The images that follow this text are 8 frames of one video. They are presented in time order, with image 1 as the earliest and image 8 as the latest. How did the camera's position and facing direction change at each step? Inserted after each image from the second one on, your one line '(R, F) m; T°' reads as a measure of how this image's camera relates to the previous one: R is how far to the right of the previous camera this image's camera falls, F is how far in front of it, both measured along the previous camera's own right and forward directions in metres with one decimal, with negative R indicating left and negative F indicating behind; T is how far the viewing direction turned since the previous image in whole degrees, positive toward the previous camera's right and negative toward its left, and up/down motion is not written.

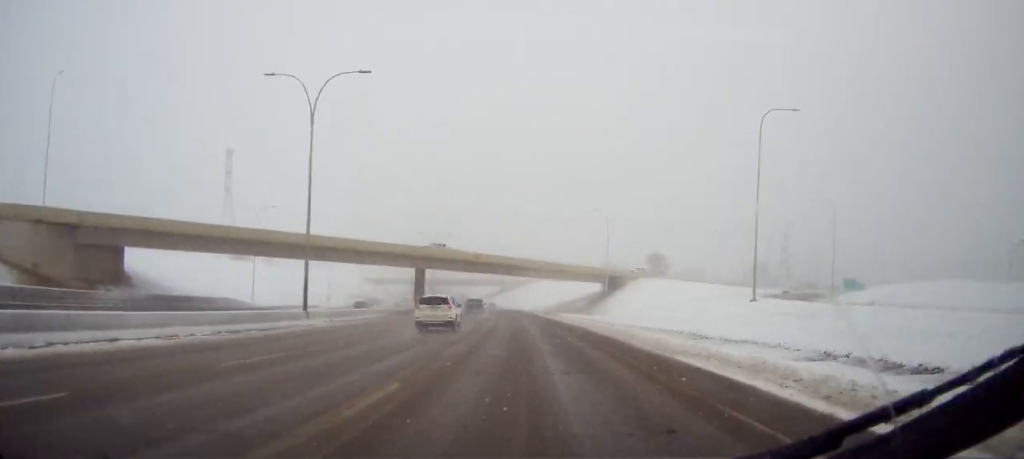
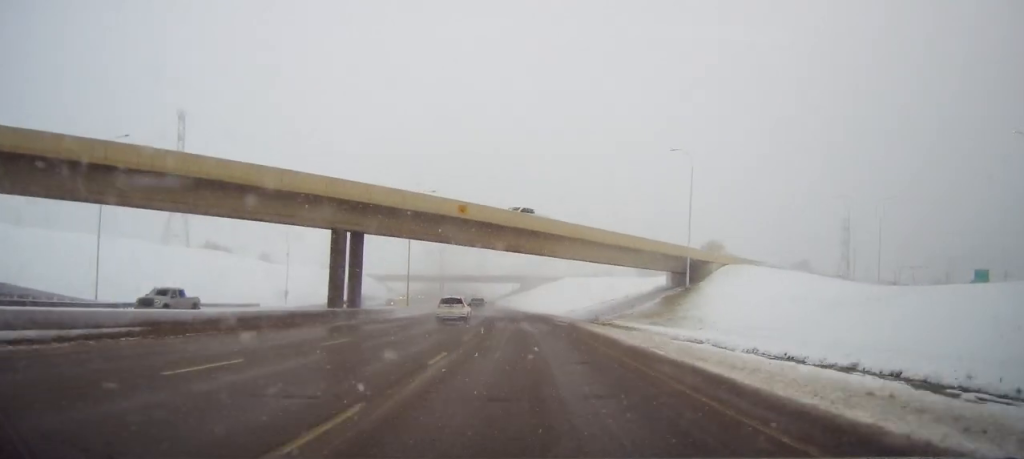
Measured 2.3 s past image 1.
(-1.0, +47.2) m; -2°
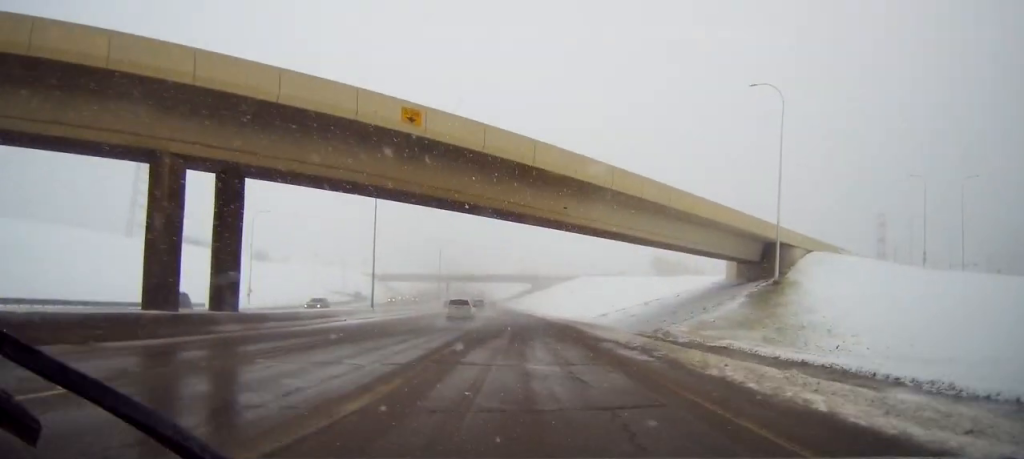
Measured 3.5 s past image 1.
(-0.4, +23.9) m; -1°
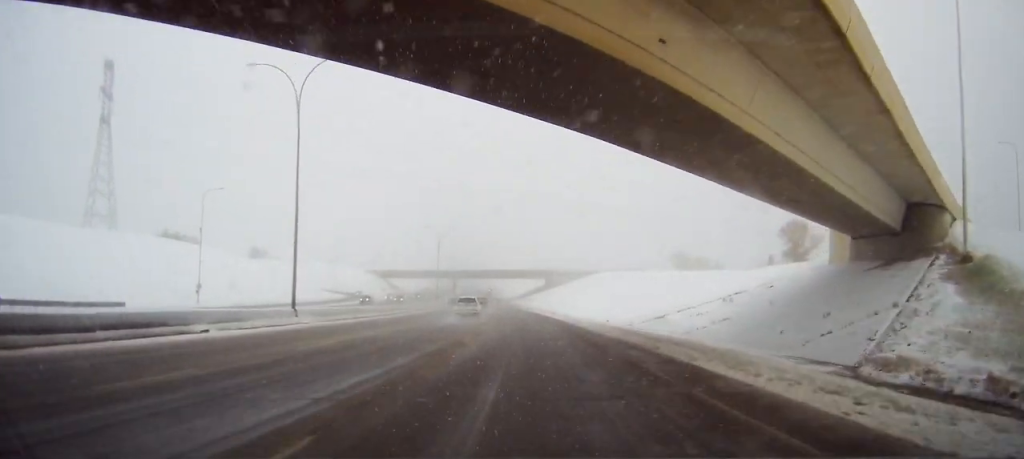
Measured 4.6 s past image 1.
(0.0, +22.8) m; -1°
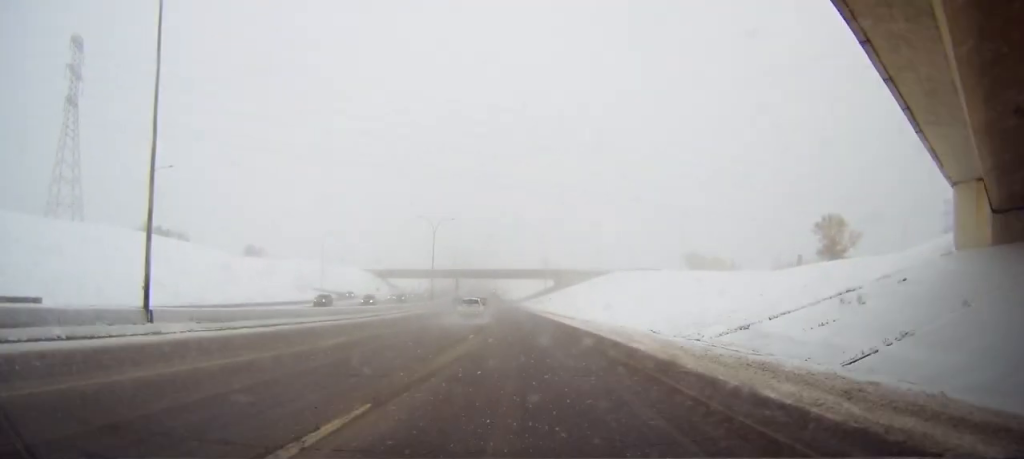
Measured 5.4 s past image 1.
(-0.2, +16.0) m; -1°
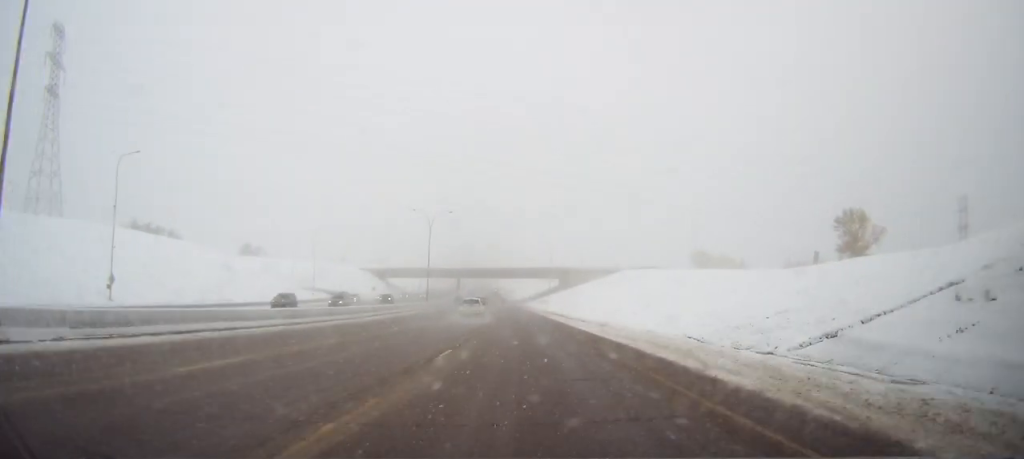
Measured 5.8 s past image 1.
(+0.1, +8.3) m; 0°
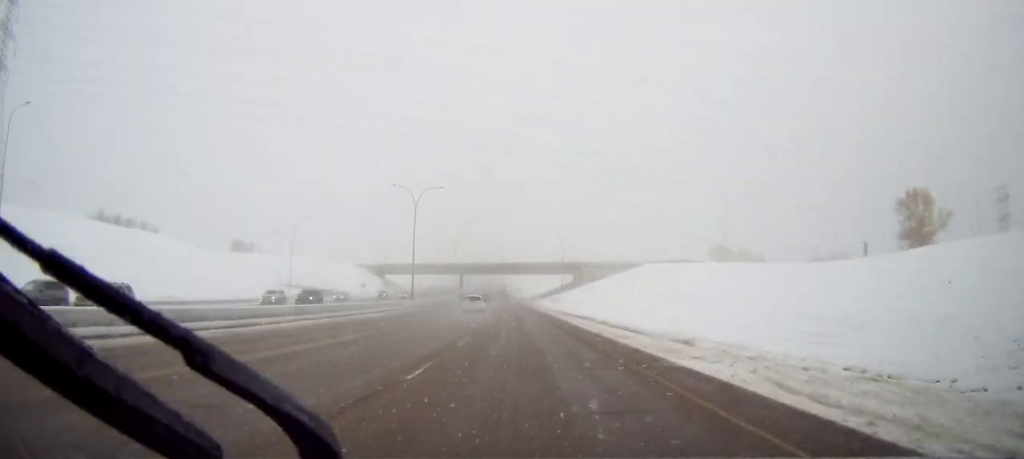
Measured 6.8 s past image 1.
(-0.2, +21.5) m; -1°
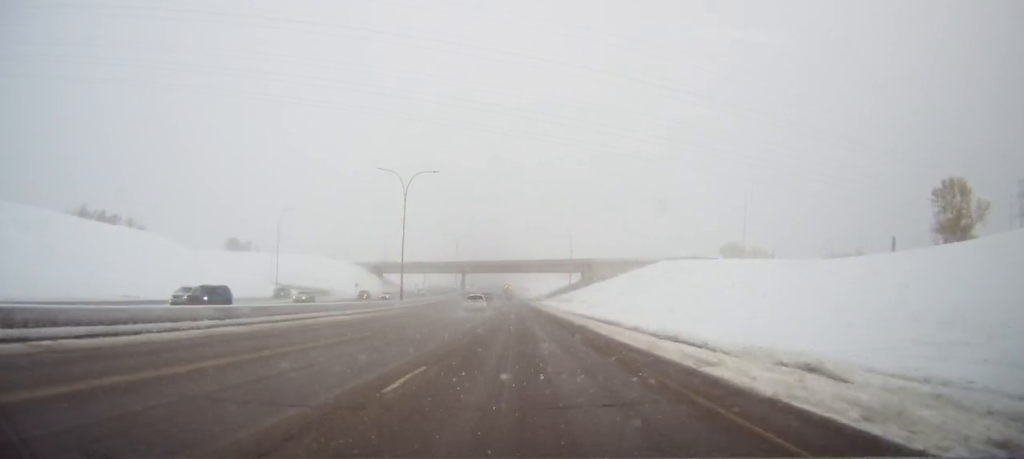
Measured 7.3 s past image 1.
(-0.1, +10.4) m; -1°
